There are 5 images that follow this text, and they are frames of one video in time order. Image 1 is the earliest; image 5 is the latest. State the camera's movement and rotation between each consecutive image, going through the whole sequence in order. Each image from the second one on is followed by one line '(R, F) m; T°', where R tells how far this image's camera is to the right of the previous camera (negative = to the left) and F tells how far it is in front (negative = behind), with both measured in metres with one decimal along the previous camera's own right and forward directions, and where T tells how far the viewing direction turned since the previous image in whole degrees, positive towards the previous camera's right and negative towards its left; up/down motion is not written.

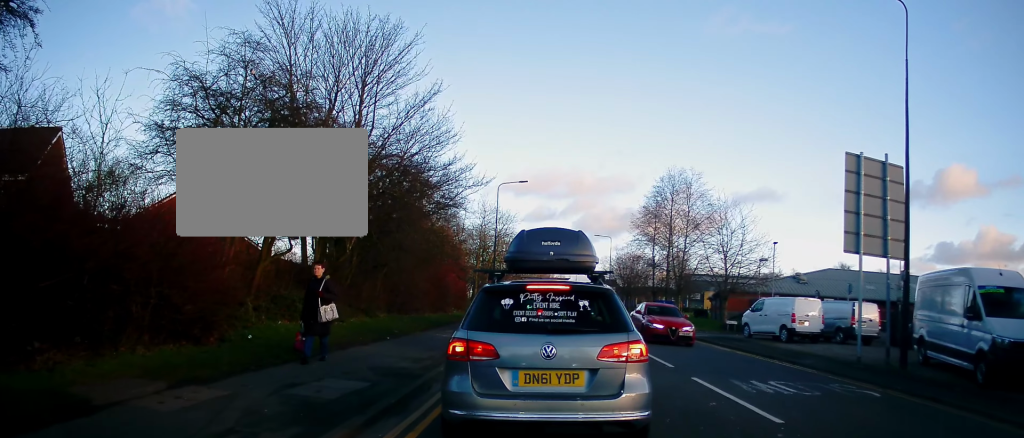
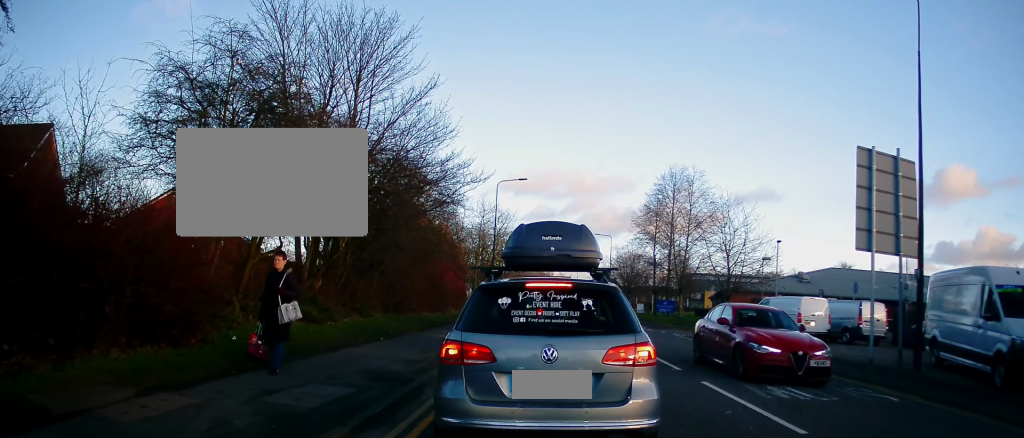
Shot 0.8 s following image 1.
(0.0, +0.5) m; 0°
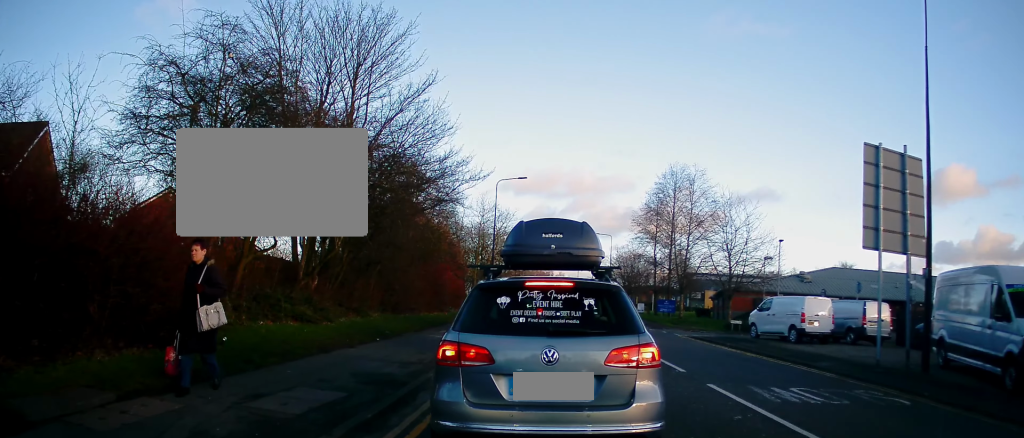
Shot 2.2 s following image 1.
(0.0, +0.4) m; 0°
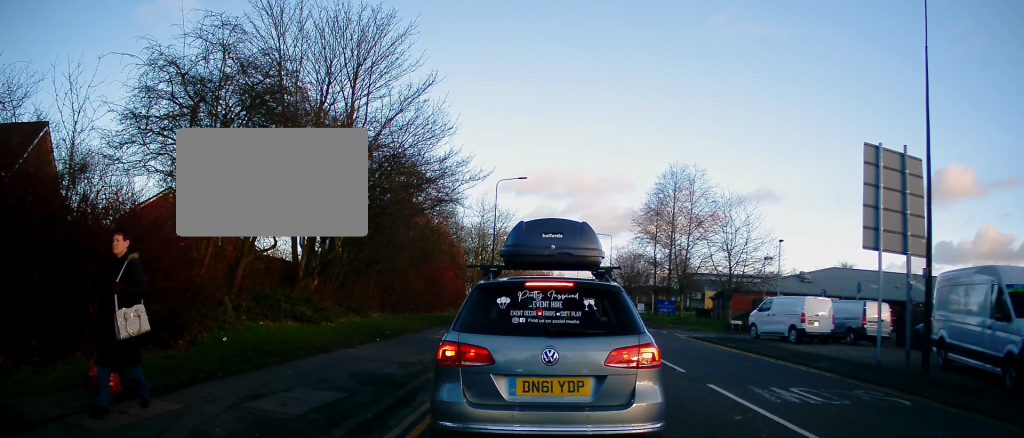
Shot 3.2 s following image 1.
(0.0, 0.0) m; 0°
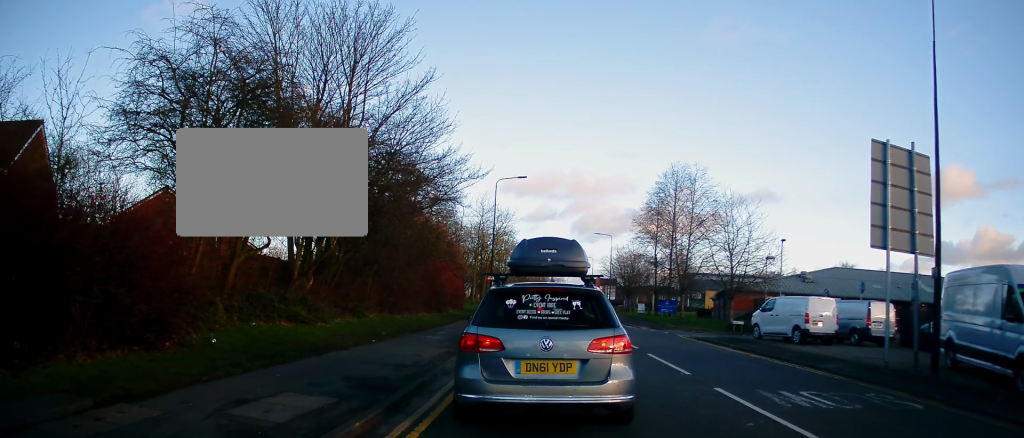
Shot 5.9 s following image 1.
(0.0, +0.2) m; 0°
